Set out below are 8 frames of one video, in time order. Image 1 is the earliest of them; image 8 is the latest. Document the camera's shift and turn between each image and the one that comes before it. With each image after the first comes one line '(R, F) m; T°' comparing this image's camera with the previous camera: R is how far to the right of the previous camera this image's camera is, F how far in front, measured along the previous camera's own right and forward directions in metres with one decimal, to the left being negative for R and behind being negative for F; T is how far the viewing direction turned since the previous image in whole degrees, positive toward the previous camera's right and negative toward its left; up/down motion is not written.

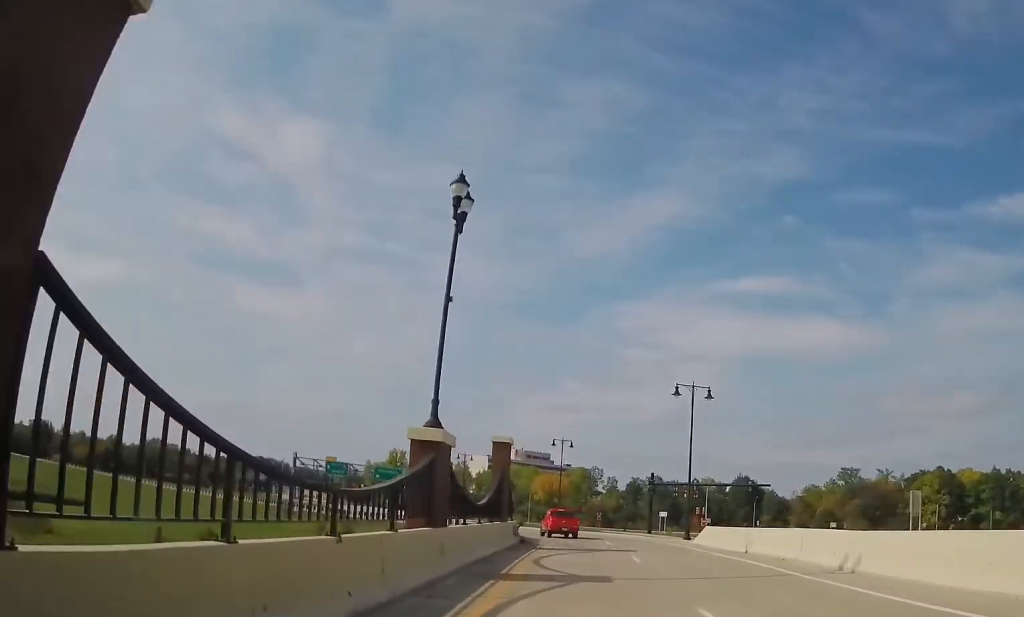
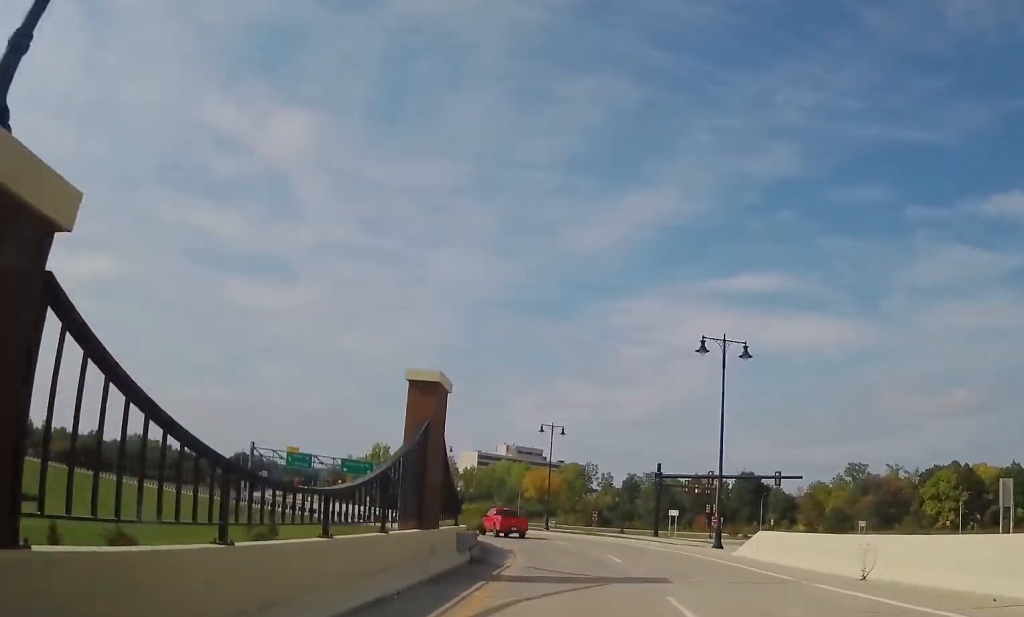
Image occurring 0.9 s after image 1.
(-0.2, +13.1) m; -1°
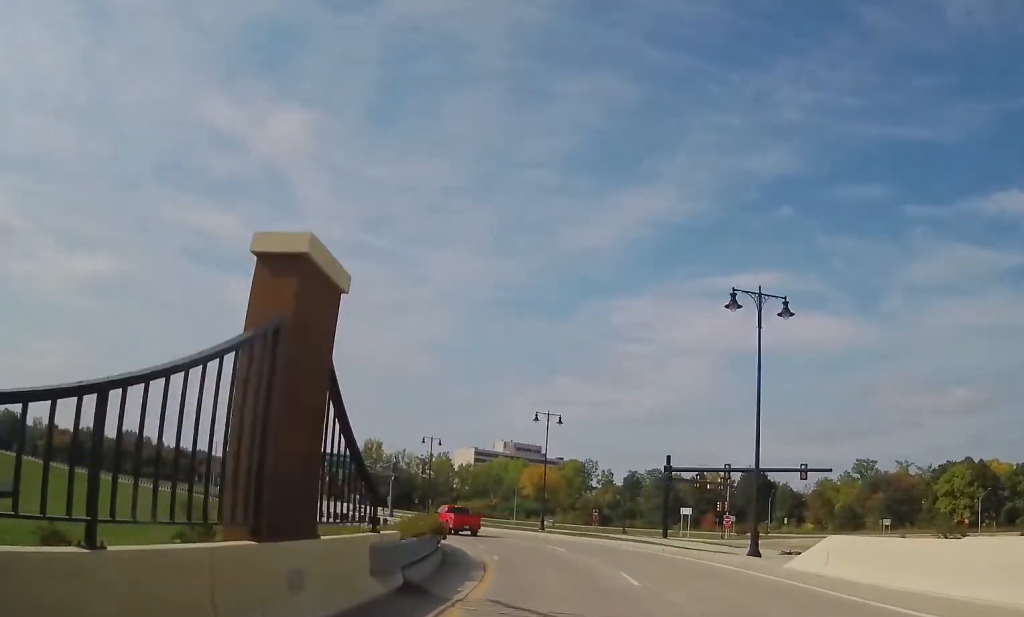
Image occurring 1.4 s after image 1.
(+0.1, +7.6) m; -1°
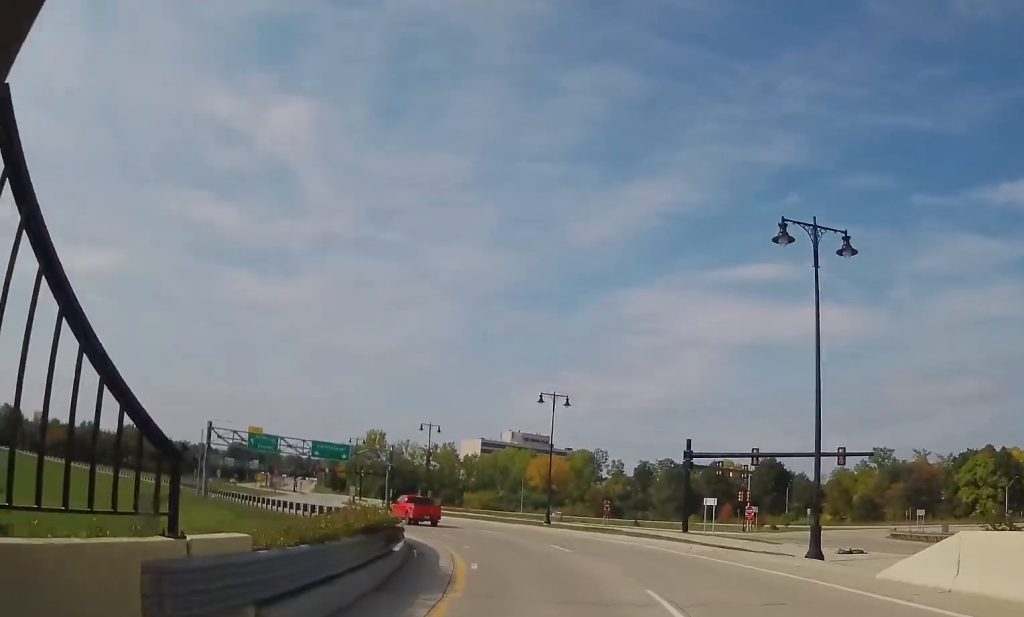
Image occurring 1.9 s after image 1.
(0.0, +6.3) m; -1°
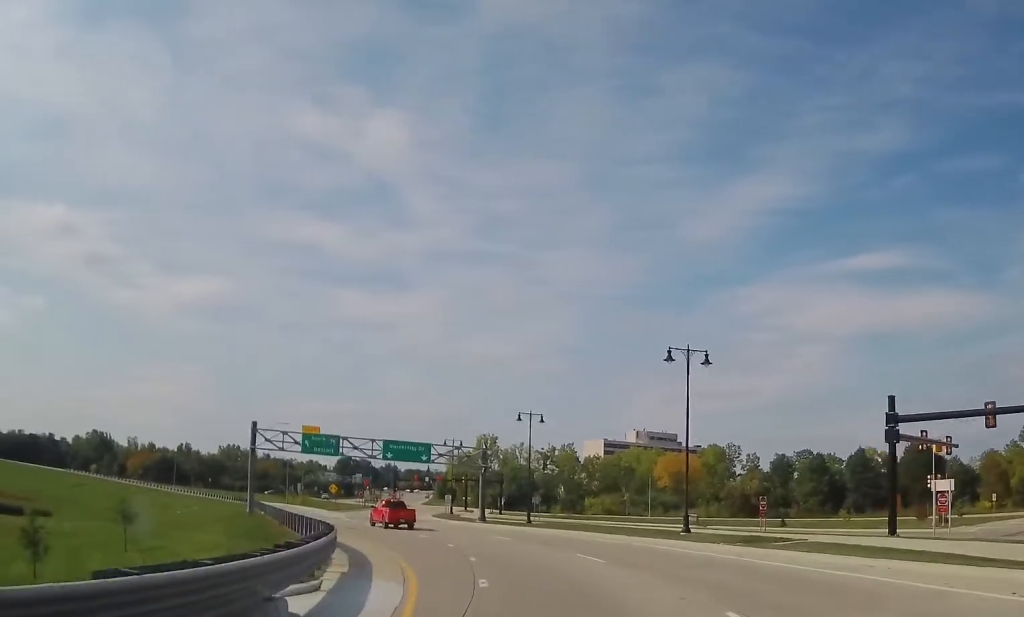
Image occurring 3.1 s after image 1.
(-0.8, +16.9) m; -5°
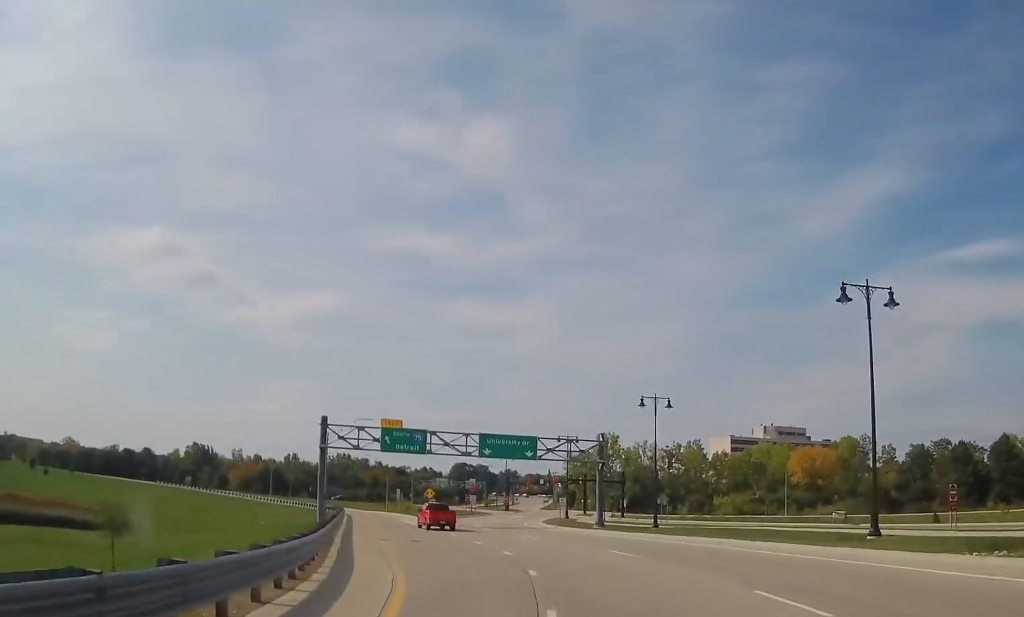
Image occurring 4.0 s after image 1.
(-0.3, +11.3) m; -6°
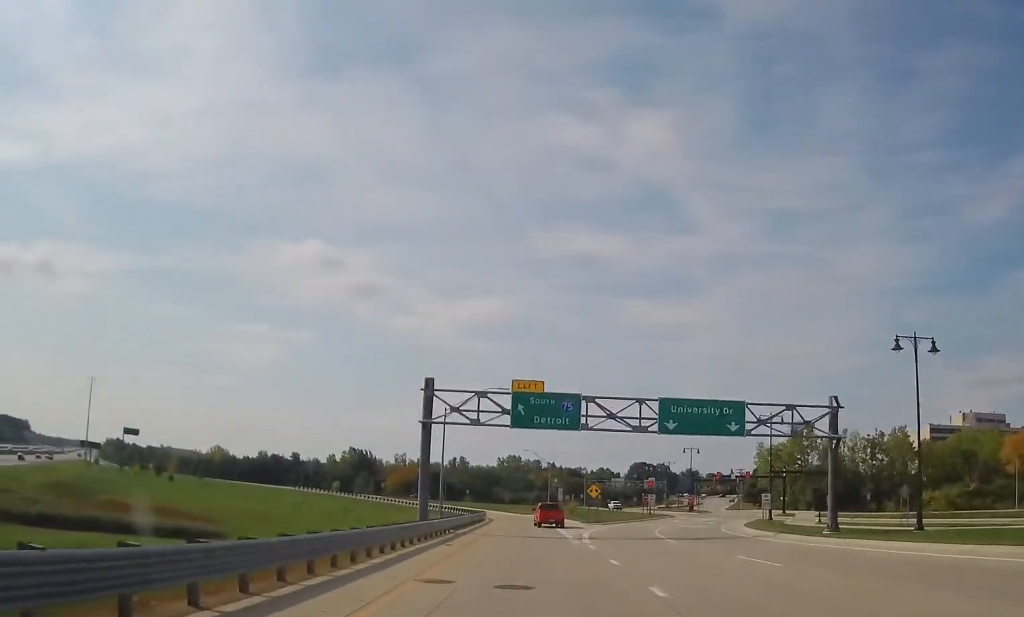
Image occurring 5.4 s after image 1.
(-2.7, +19.5) m; -14°
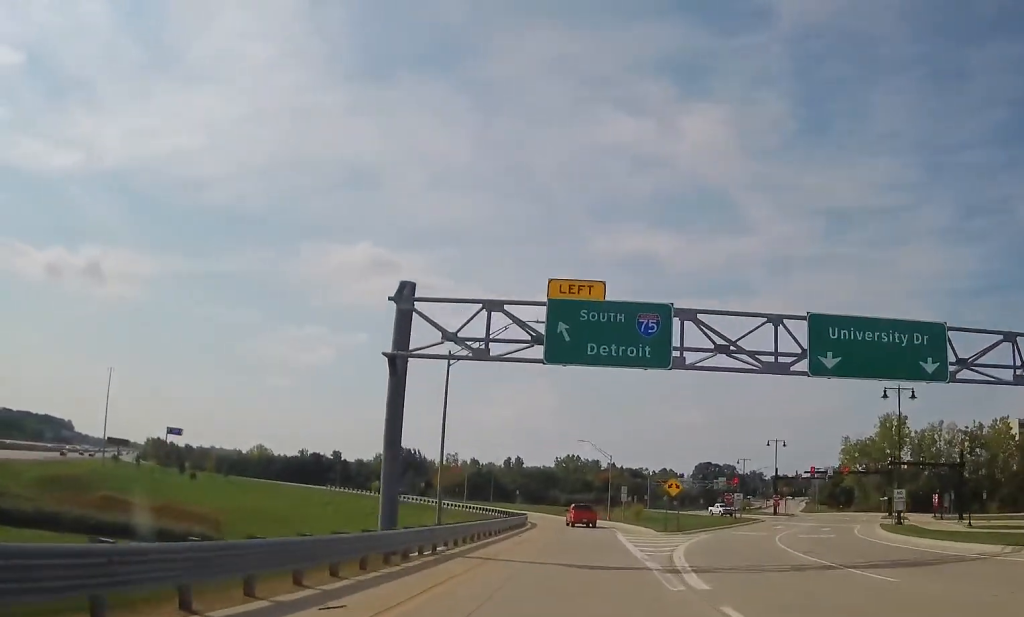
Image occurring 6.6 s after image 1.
(-1.4, +18.7) m; -9°
